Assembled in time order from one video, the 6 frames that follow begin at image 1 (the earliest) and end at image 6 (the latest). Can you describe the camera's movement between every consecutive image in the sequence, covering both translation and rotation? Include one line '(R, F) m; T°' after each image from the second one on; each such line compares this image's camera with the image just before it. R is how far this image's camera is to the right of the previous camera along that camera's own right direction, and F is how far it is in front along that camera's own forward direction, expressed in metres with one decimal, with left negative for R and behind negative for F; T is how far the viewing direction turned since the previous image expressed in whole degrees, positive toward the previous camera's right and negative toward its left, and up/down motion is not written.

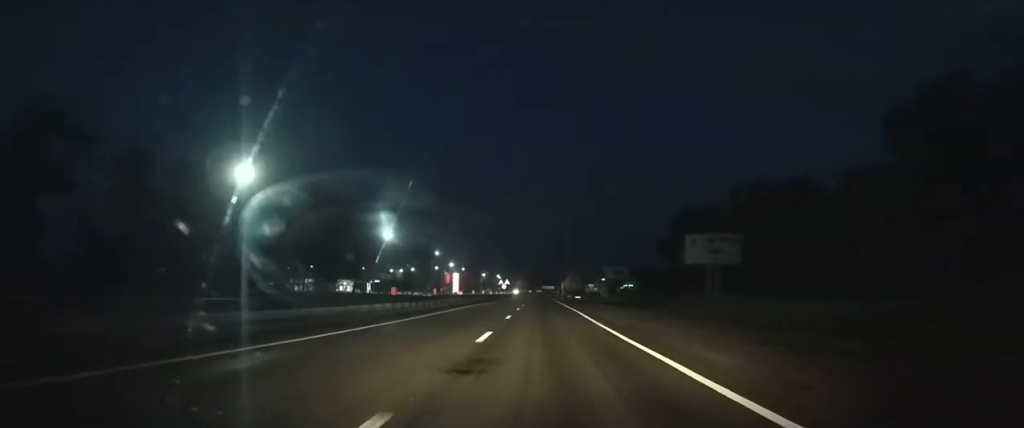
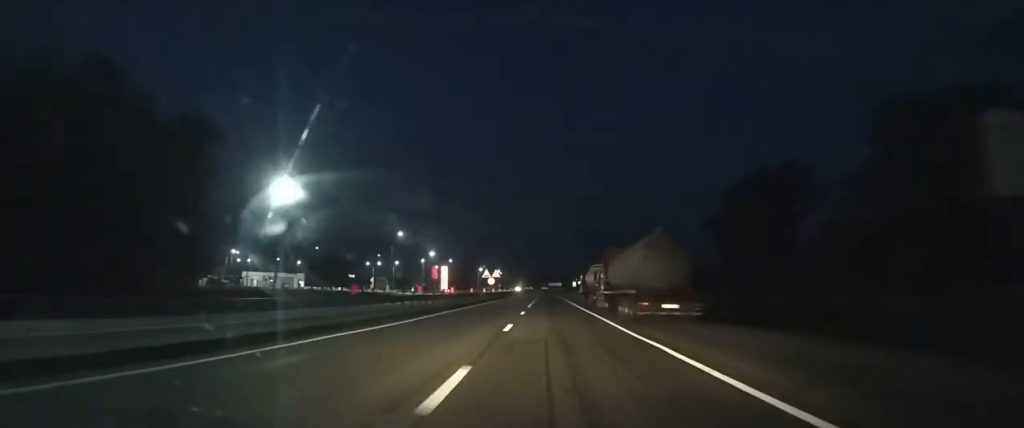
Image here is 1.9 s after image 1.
(-0.1, +49.7) m; 0°
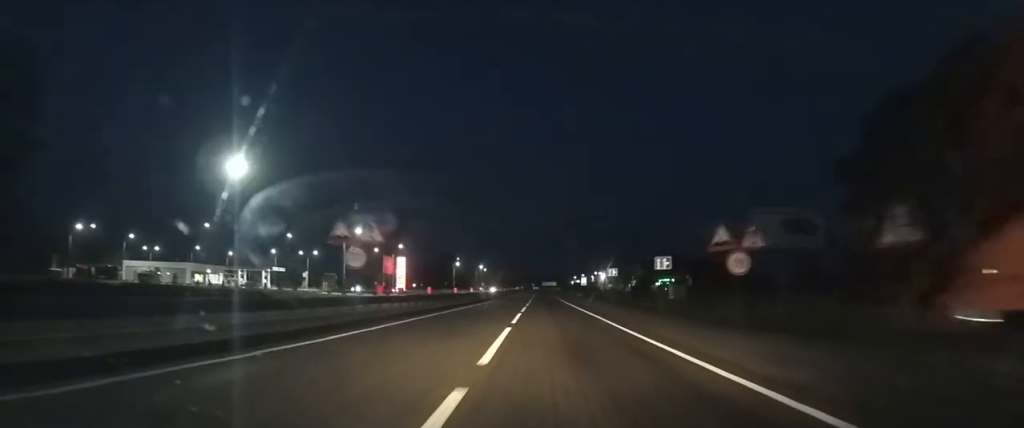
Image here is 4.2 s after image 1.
(0.0, +57.0) m; 0°
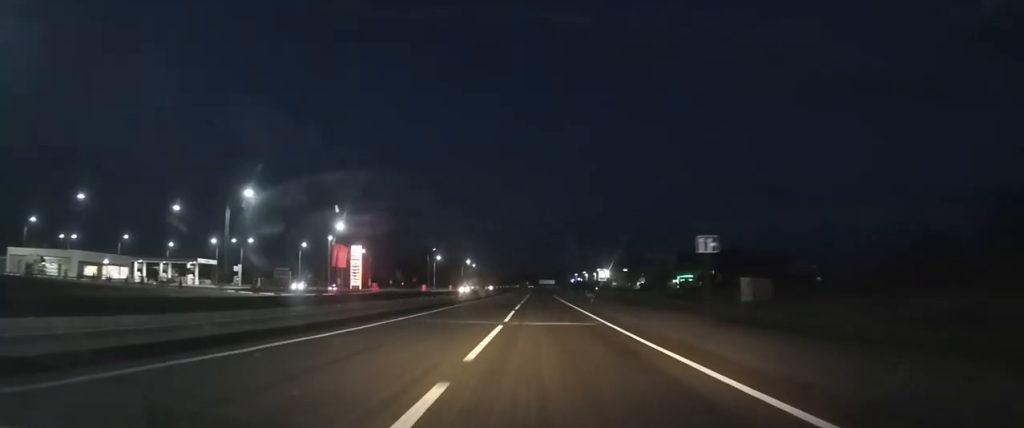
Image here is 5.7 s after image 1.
(0.0, +29.5) m; 0°
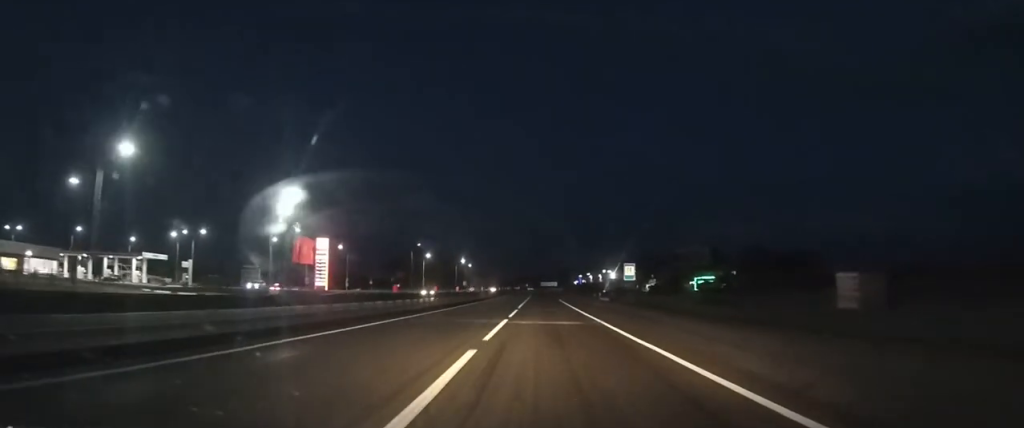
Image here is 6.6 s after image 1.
(0.0, +14.6) m; 0°
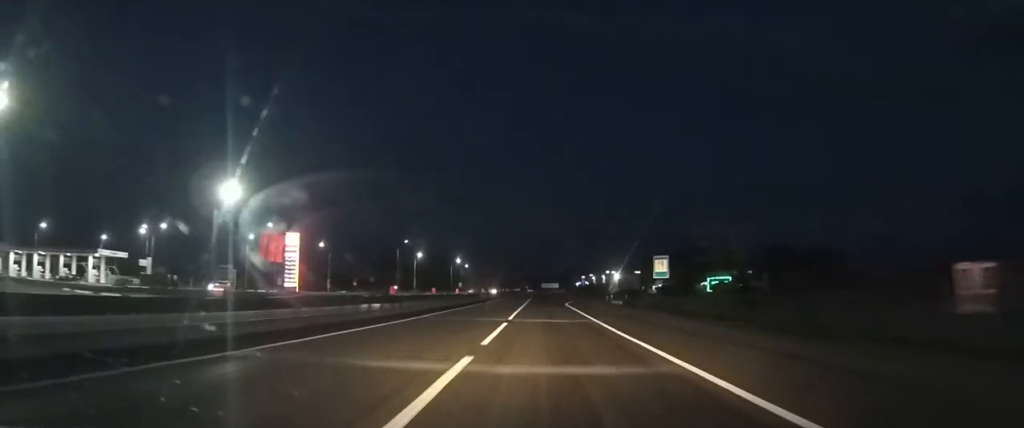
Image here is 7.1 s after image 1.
(0.0, +9.3) m; 0°
